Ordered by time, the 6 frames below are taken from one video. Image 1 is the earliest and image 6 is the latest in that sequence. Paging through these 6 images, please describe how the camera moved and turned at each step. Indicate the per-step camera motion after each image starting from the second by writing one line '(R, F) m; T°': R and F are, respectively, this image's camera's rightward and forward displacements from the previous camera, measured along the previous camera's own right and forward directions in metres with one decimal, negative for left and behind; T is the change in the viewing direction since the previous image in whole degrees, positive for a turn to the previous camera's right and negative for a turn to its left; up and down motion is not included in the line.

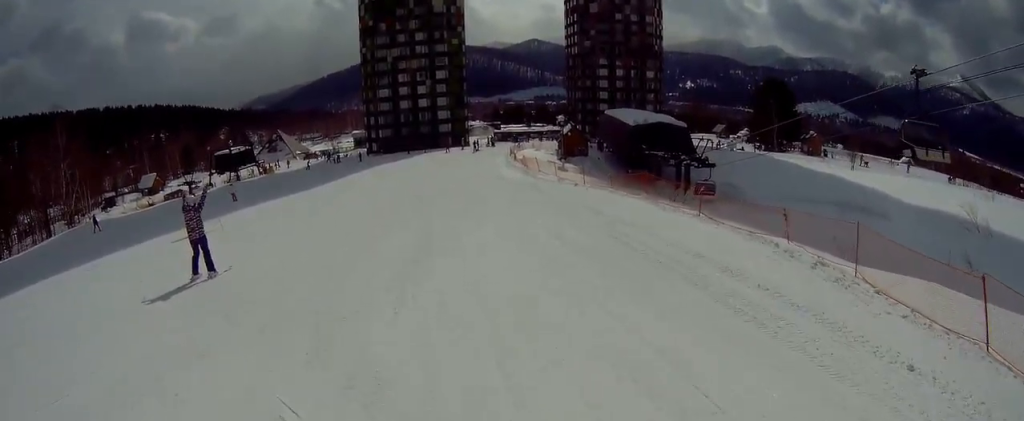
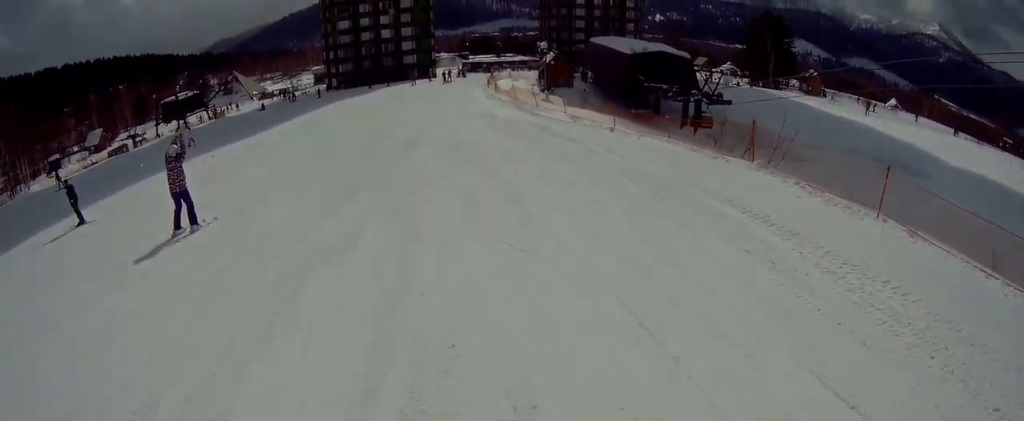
(0.0, +4.8) m; -7°
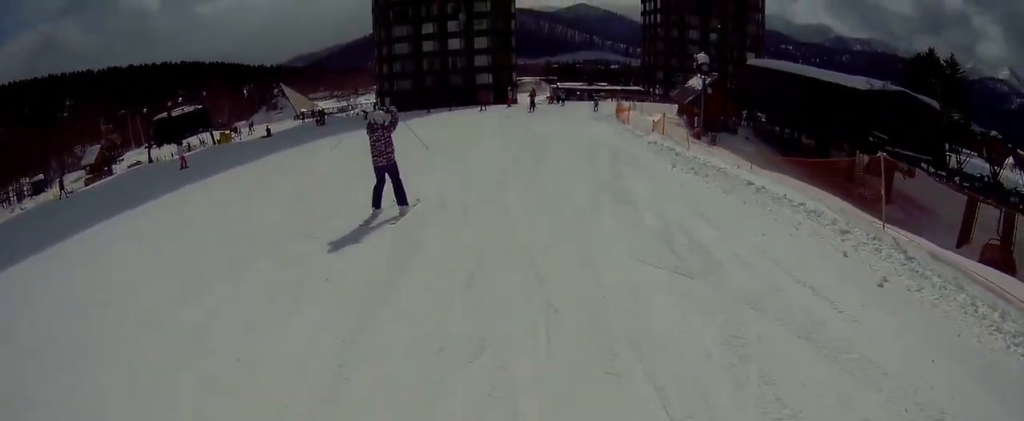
(-2.1, +22.8) m; +6°
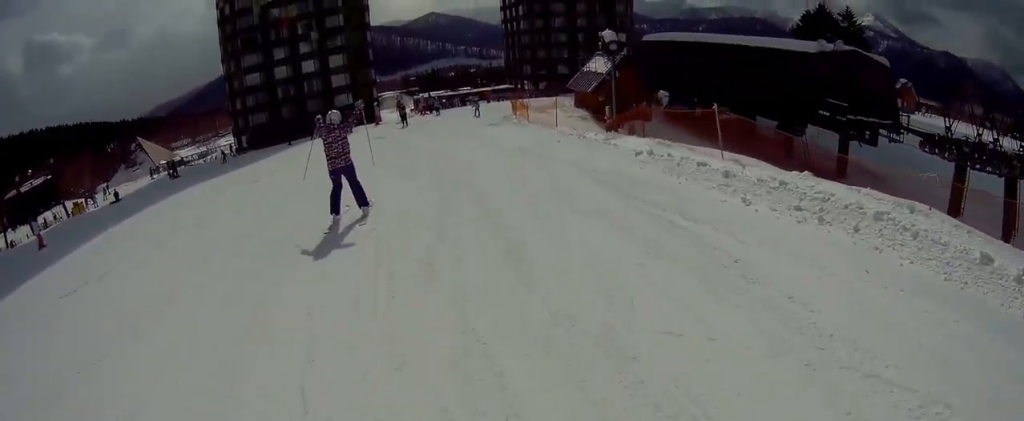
(+1.0, +6.2) m; +9°
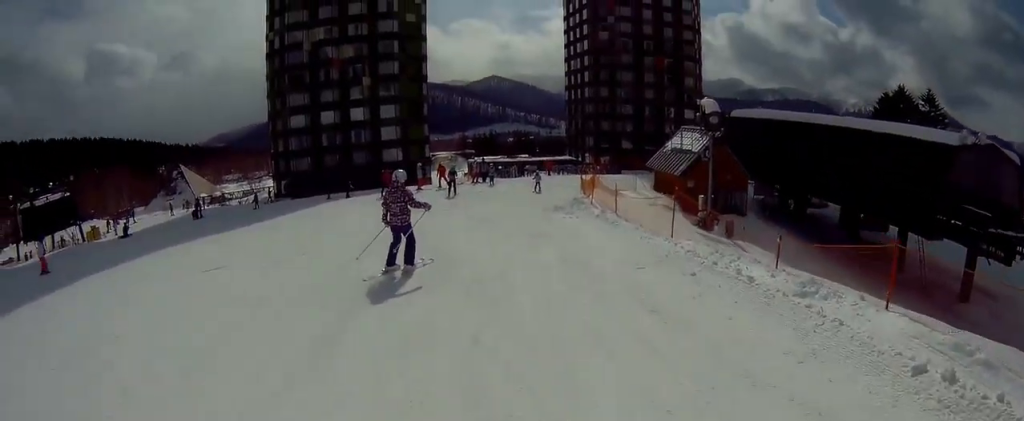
(+0.1, +5.8) m; +1°
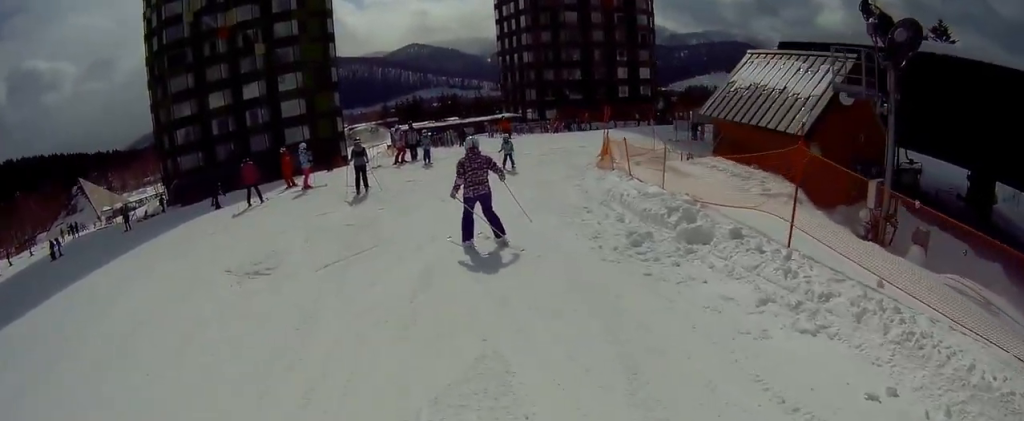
(0.0, +11.2) m; 0°
